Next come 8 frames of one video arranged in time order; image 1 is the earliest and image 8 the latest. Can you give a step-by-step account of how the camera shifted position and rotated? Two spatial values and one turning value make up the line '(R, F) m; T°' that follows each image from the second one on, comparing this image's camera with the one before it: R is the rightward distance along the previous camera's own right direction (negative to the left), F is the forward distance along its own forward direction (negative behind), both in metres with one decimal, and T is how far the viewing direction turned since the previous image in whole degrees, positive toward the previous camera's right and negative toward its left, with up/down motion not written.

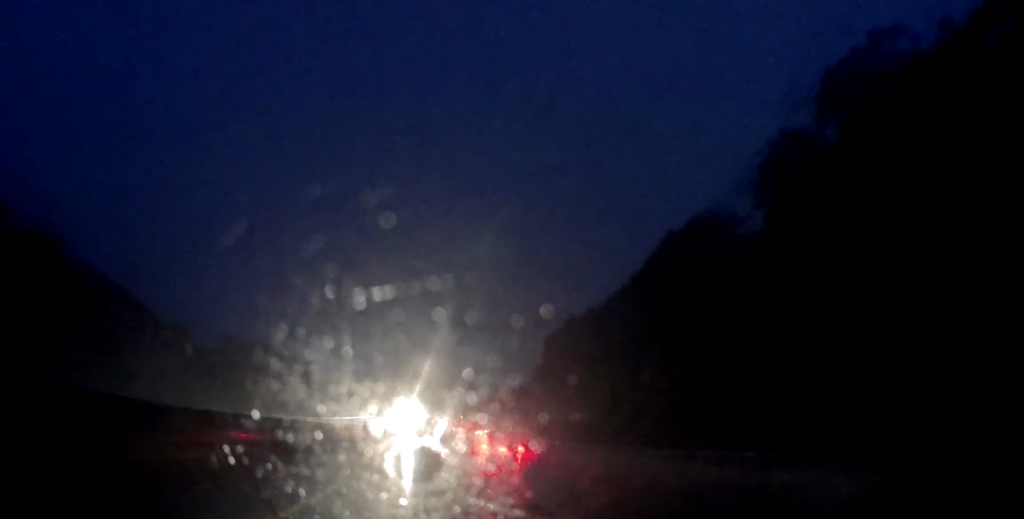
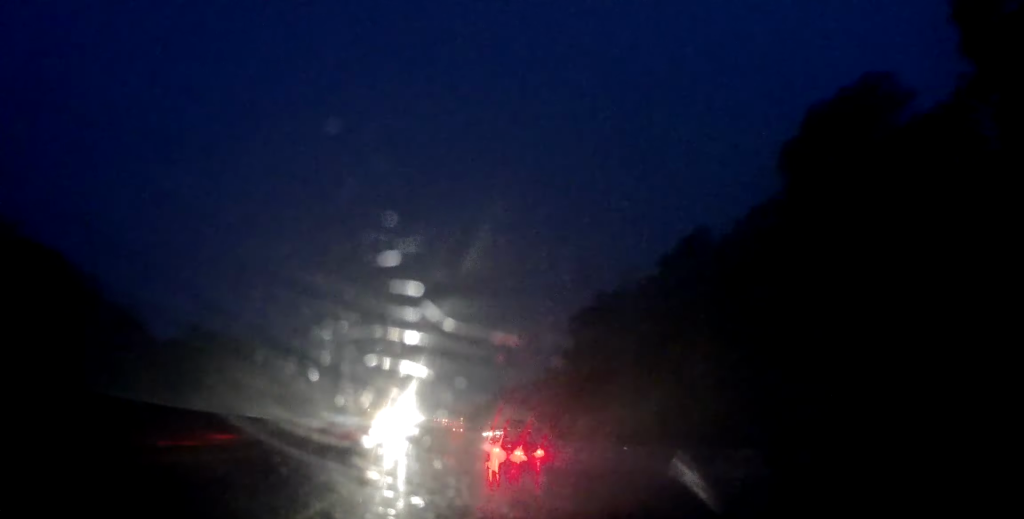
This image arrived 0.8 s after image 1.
(+0.2, +22.4) m; +1°
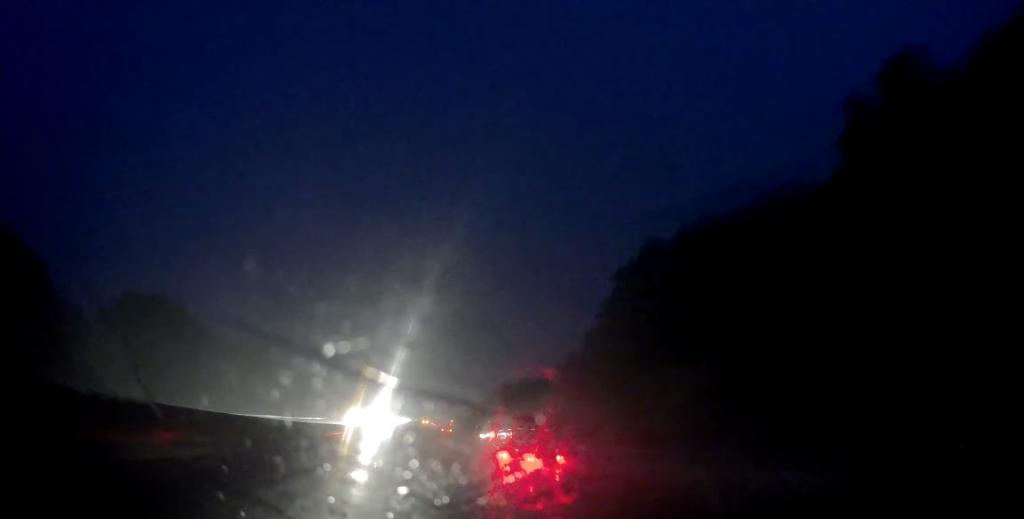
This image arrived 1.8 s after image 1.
(+0.1, +29.0) m; 0°
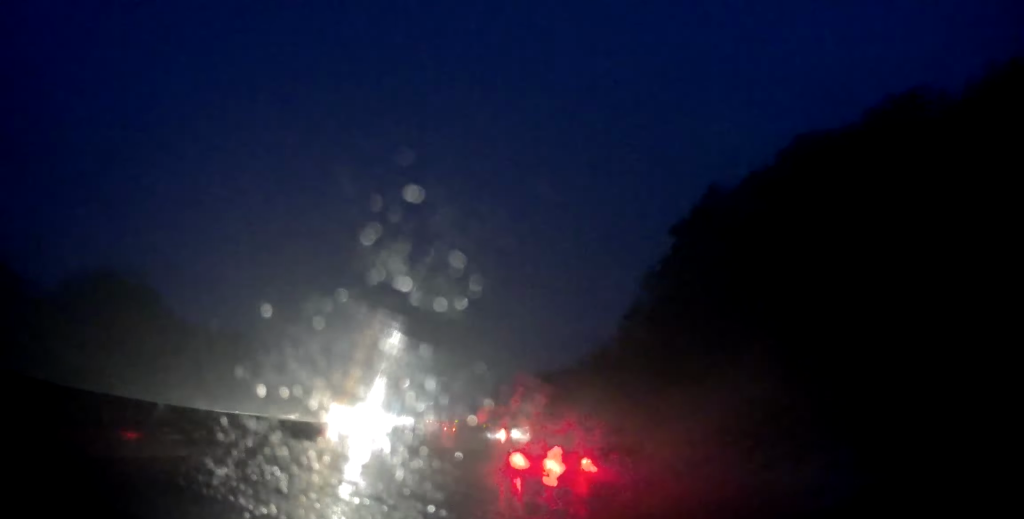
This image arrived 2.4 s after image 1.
(+0.1, +16.9) m; 0°
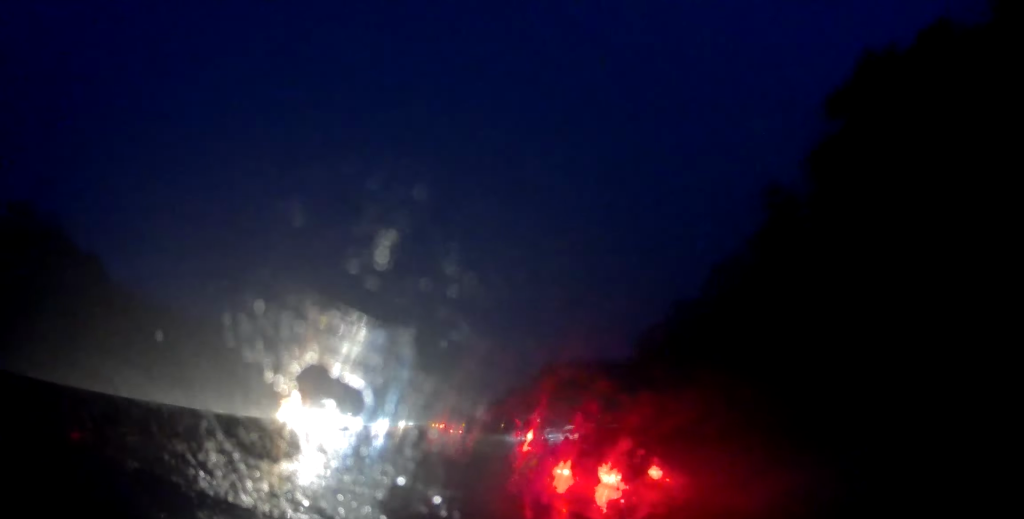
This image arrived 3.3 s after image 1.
(-0.3, +25.3) m; 0°
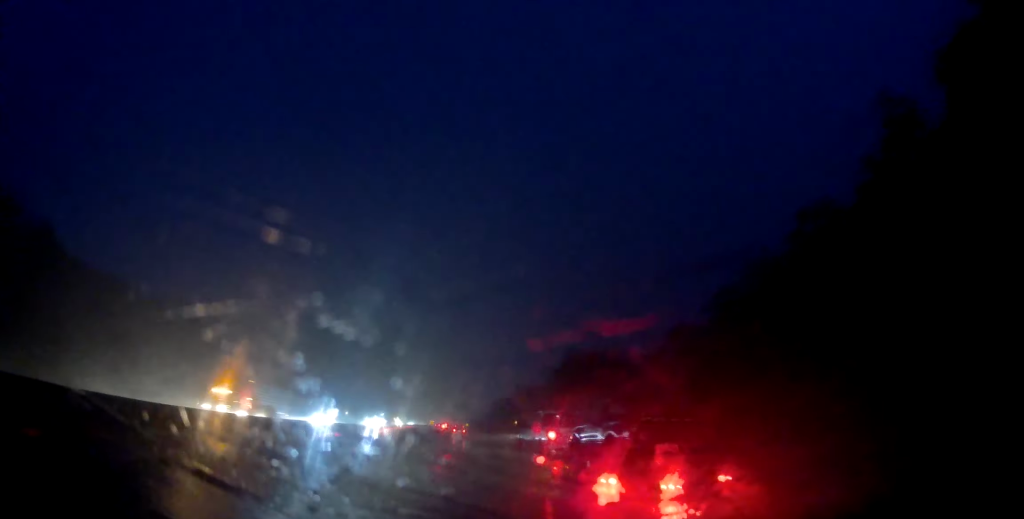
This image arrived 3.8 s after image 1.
(+0.1, +14.2) m; 0°
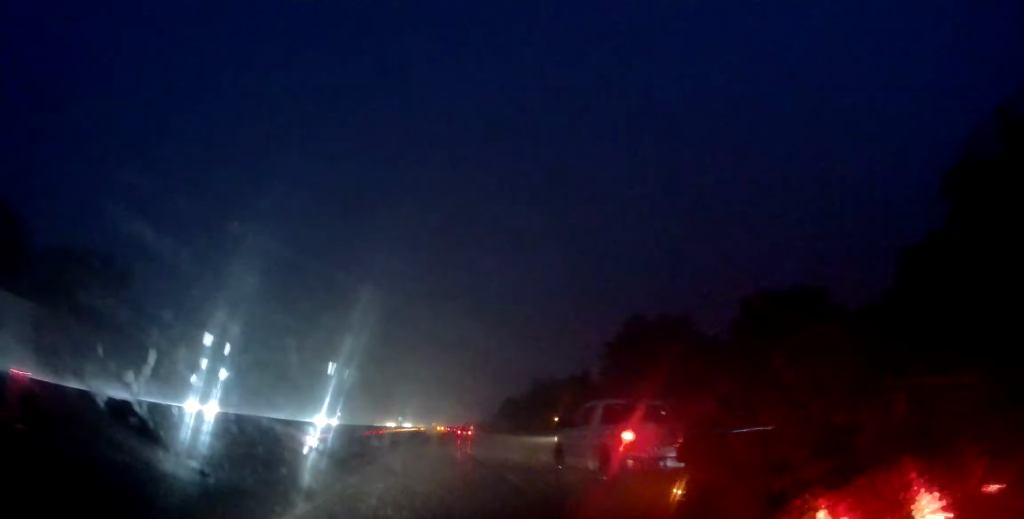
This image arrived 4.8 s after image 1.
(0.0, +26.5) m; 0°
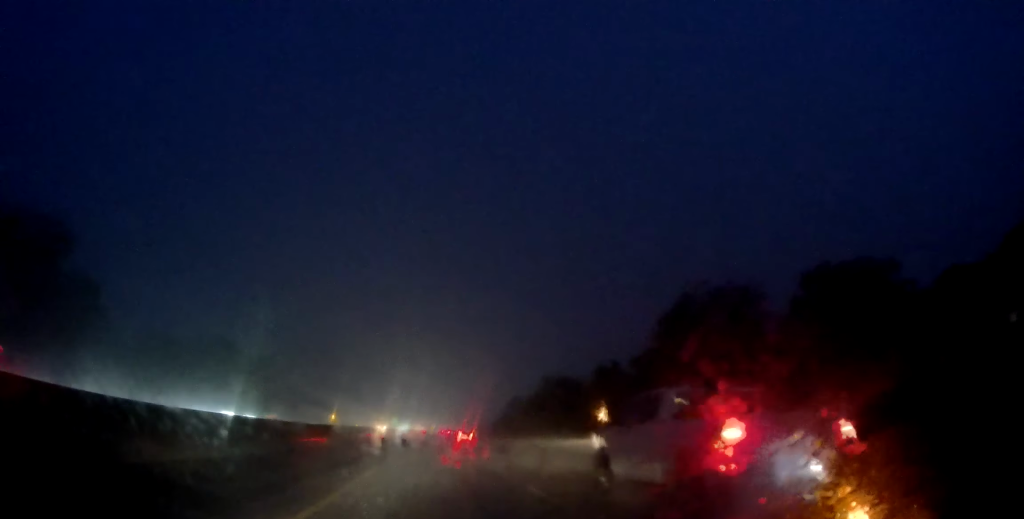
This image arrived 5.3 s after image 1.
(-0.3, +15.1) m; 0°
